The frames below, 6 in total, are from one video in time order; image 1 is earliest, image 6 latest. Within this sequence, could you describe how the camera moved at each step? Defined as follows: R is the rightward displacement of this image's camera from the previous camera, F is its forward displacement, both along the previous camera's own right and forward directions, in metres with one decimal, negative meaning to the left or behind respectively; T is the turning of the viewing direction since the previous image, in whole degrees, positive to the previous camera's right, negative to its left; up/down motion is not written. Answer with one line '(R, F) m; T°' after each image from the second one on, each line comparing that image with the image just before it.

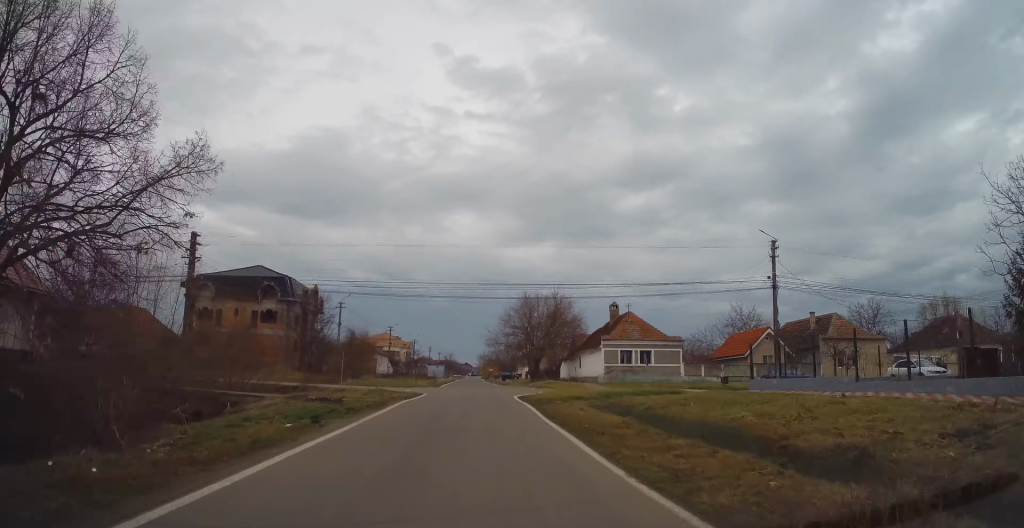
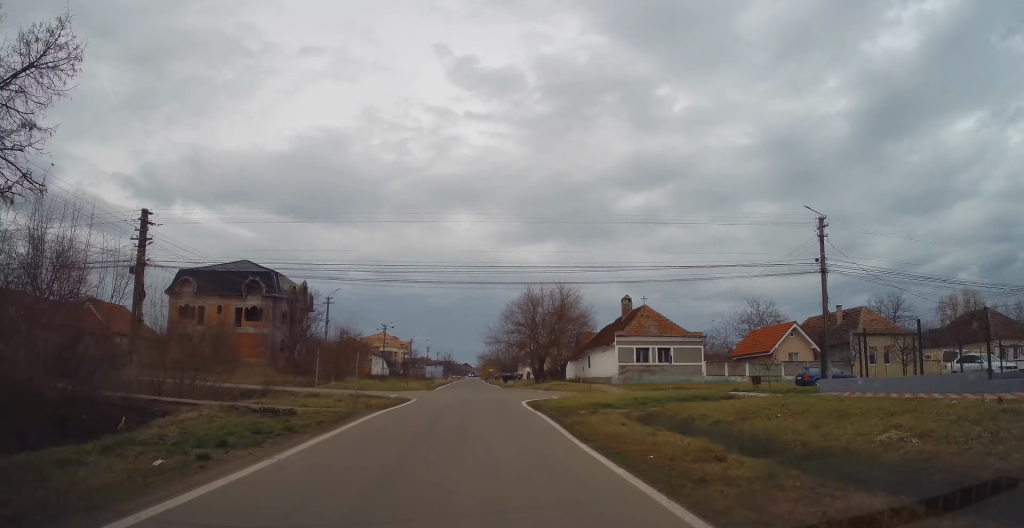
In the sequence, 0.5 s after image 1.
(-0.1, +5.6) m; +1°
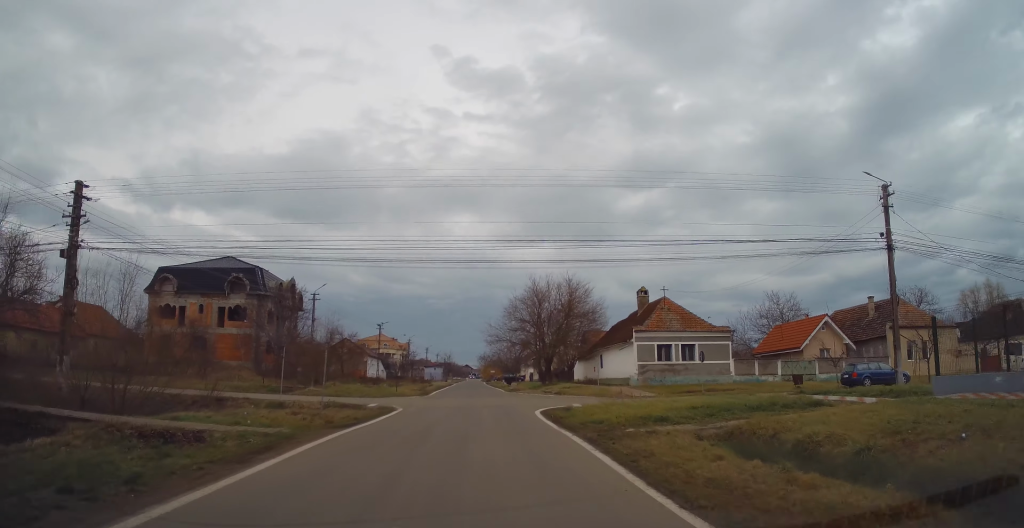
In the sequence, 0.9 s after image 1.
(+0.1, +5.6) m; 0°
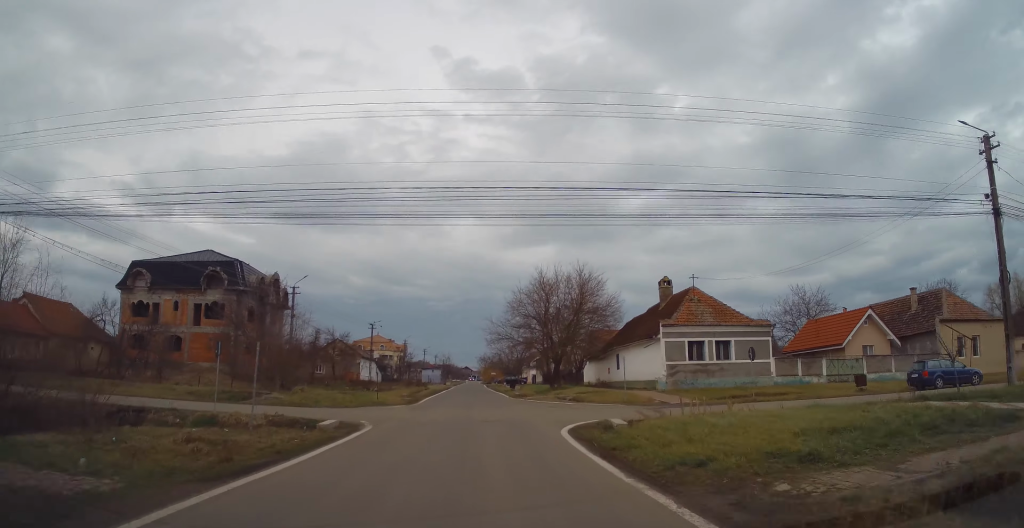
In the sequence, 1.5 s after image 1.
(+0.2, +6.5) m; 0°
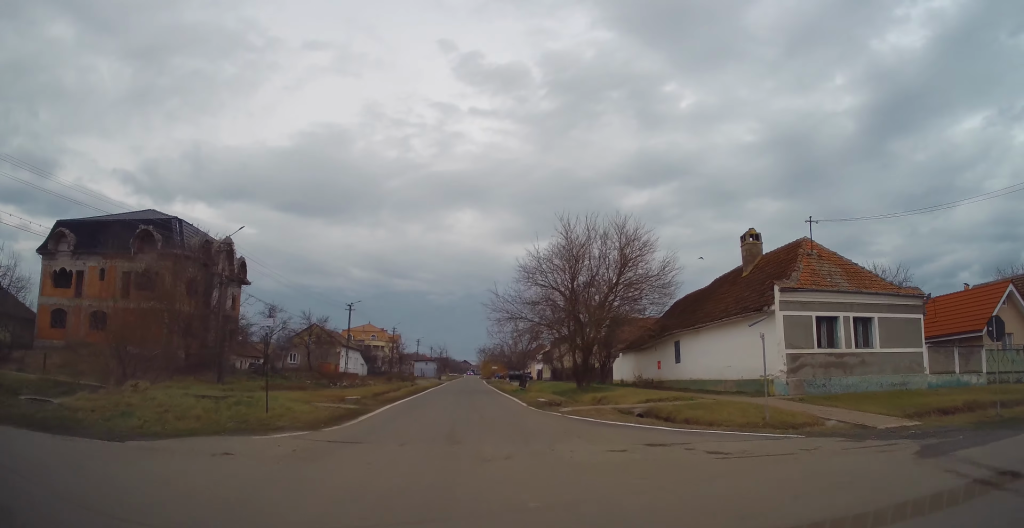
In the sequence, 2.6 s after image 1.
(-0.3, +14.5) m; -2°
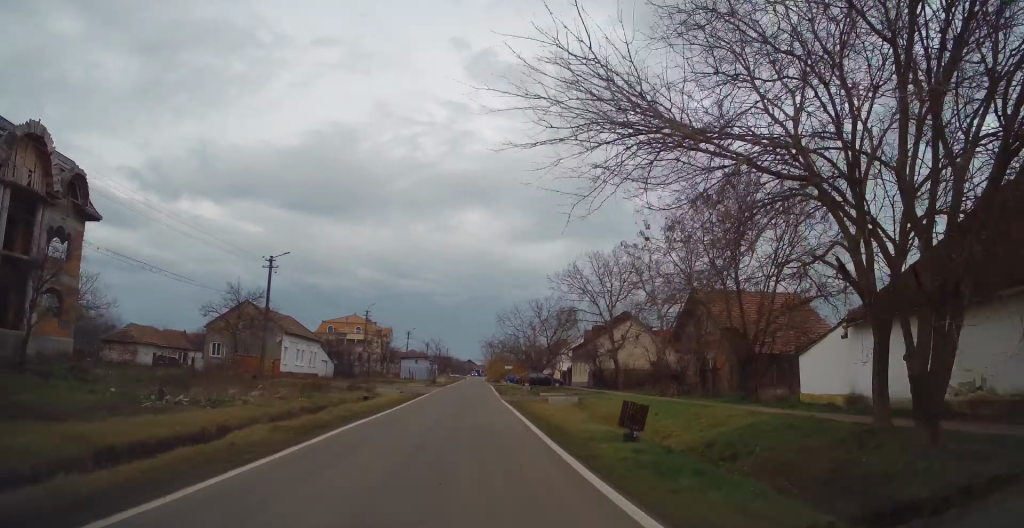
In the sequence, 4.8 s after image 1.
(+0.9, +29.0) m; +2°
